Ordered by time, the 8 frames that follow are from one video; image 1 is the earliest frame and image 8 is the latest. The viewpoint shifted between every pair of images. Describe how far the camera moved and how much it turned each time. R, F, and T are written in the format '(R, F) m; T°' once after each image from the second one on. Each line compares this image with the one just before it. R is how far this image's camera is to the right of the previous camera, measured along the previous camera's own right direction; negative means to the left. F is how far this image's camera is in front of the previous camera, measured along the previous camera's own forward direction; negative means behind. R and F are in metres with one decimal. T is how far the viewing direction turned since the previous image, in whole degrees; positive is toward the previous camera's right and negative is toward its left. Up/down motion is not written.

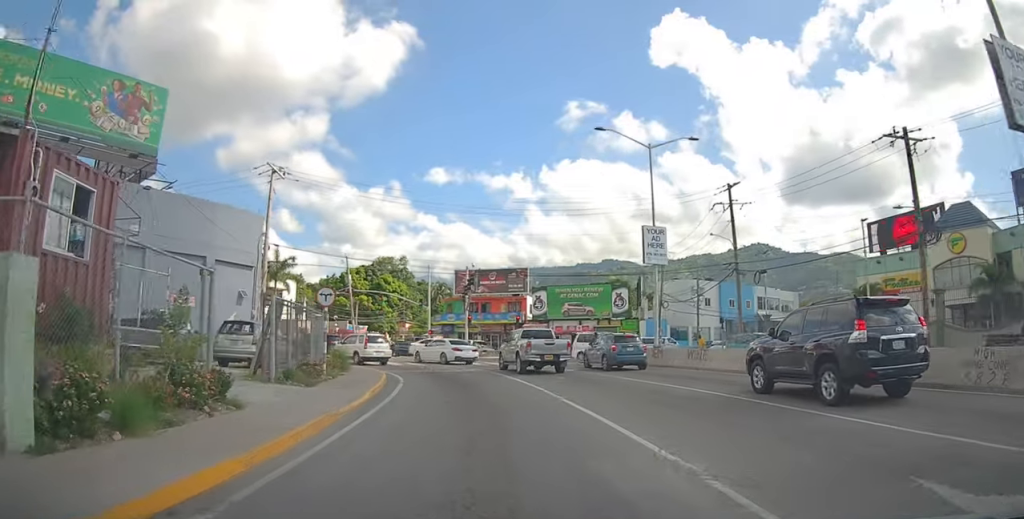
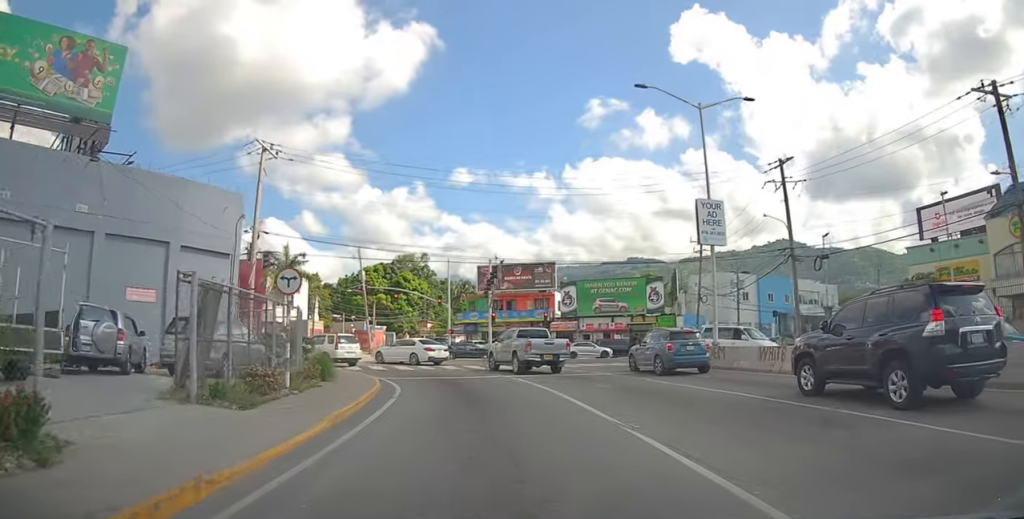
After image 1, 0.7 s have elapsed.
(+0.1, +4.8) m; -5°
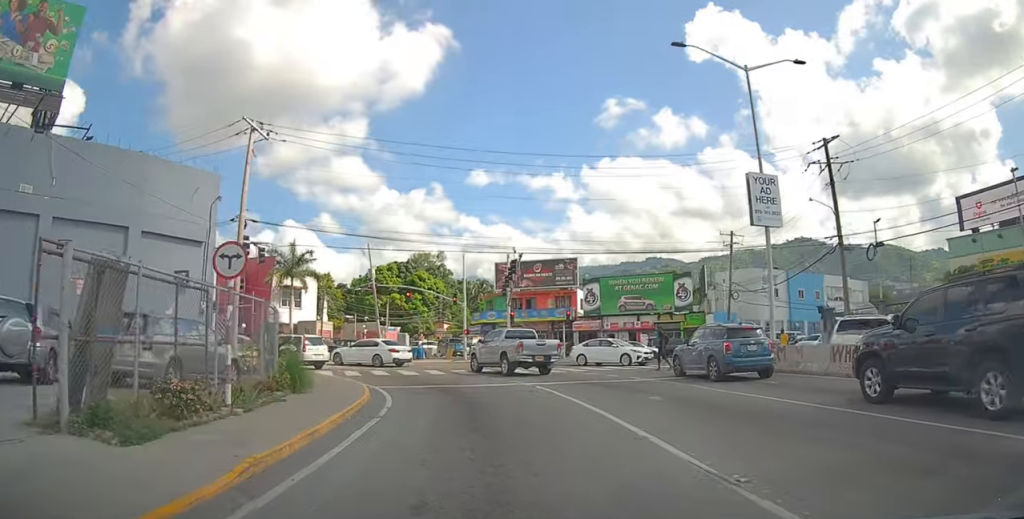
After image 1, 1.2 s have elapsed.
(-0.3, +3.4) m; -4°
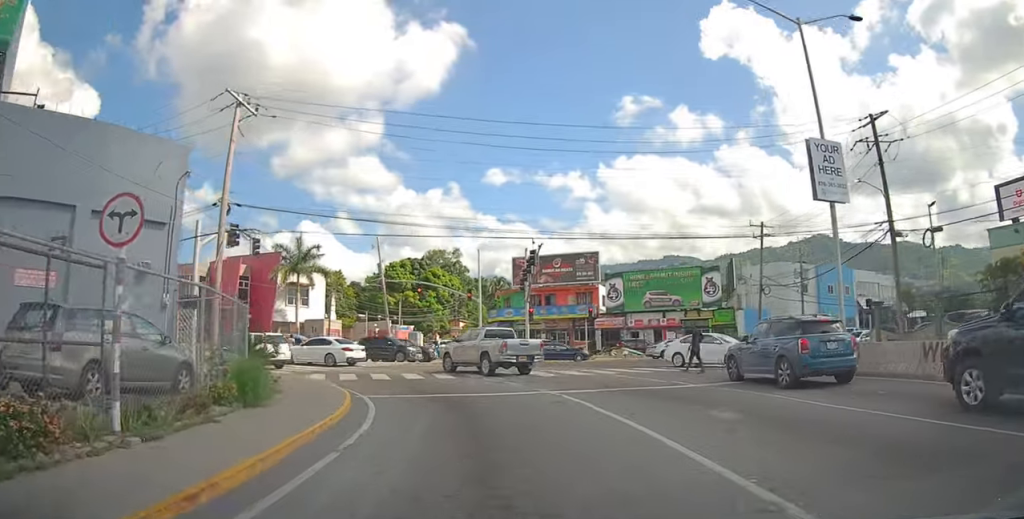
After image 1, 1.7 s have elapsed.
(-0.3, +3.2) m; -4°
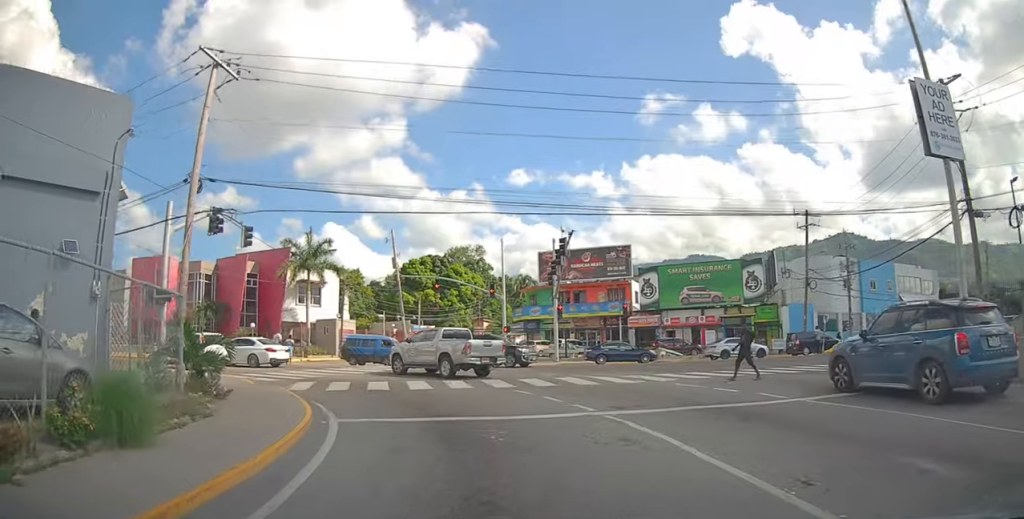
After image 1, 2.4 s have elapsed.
(0.0, +4.2) m; -3°
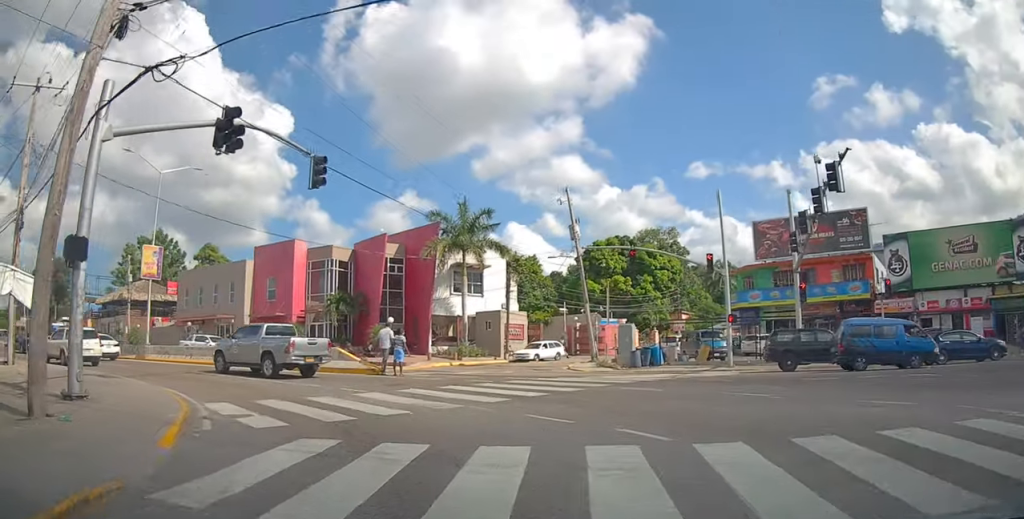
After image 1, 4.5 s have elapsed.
(-1.3, +12.2) m; -18°
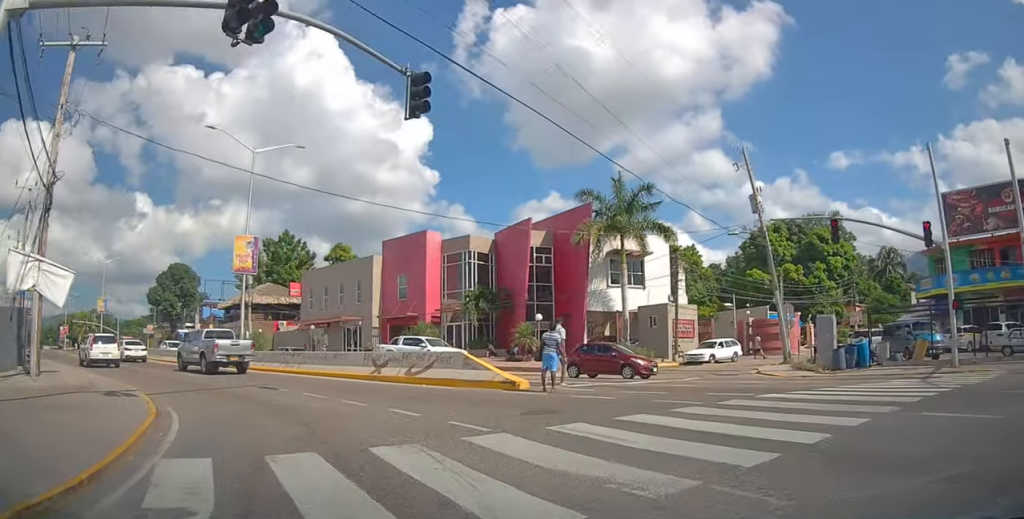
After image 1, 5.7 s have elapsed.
(-0.9, +6.1) m; -18°
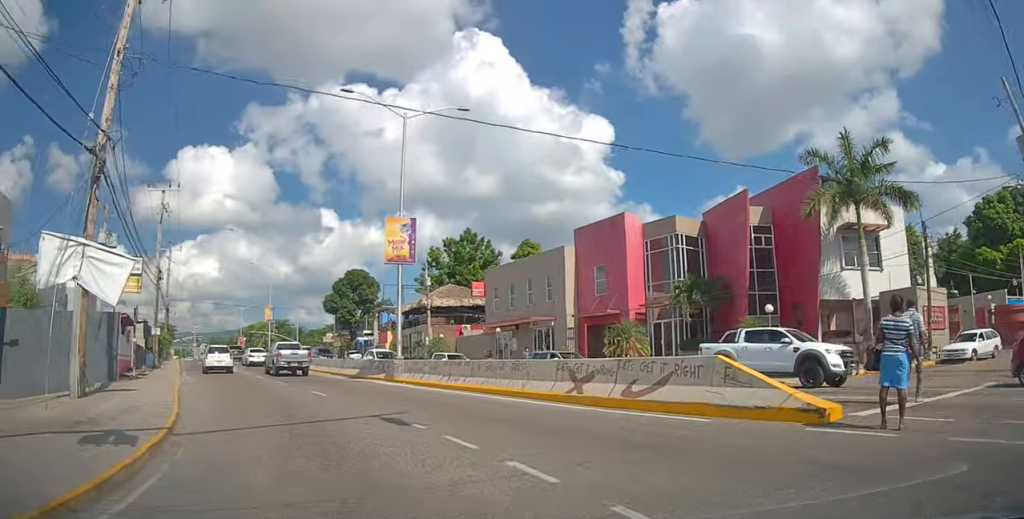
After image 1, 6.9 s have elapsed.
(-0.9, +6.3) m; -19°
